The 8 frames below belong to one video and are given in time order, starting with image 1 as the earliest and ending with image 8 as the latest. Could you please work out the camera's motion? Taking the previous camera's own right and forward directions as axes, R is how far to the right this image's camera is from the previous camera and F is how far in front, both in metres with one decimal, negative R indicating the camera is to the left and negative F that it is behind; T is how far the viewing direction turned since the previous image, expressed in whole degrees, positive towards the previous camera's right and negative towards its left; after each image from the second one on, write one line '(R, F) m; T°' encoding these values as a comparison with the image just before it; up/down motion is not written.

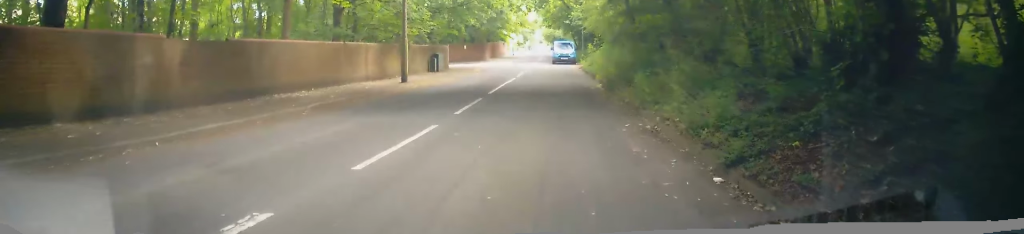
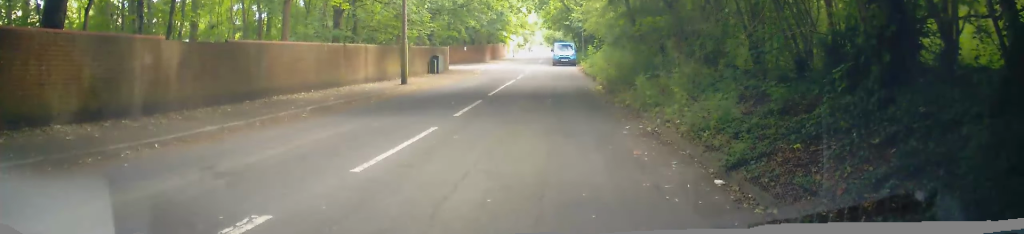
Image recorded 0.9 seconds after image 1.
(+0.2, +0.5) m; 0°
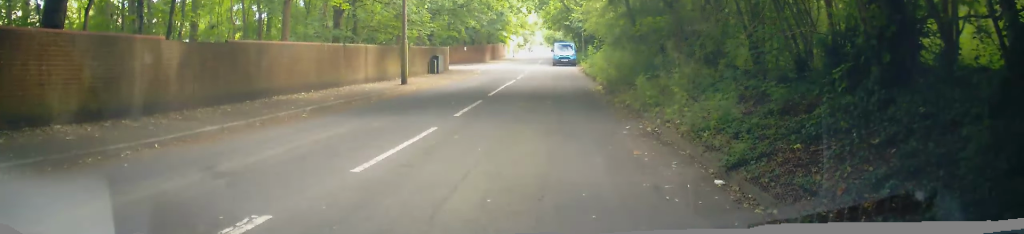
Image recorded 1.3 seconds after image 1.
(0.0, +0.1) m; 0°
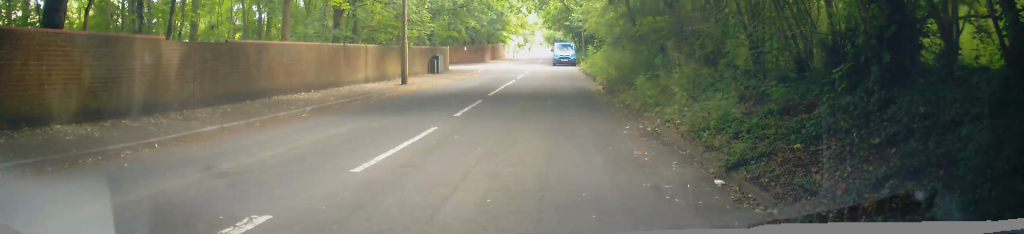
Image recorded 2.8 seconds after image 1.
(0.0, 0.0) m; 0°
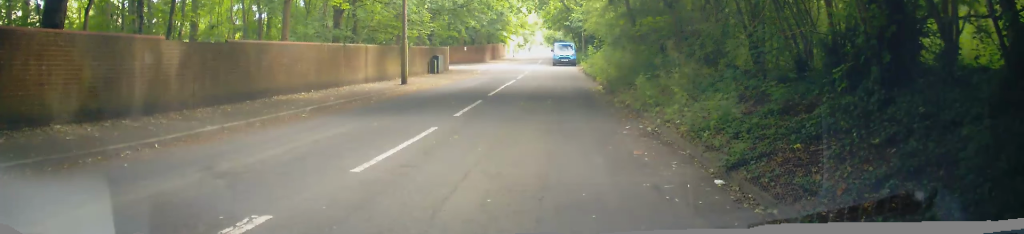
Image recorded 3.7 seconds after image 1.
(0.0, 0.0) m; 0°
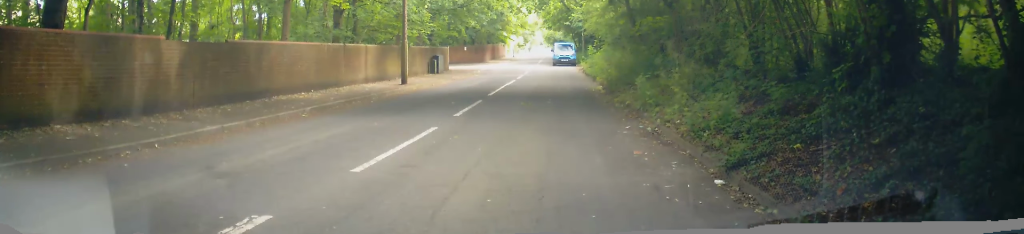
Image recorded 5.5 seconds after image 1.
(0.0, 0.0) m; 0°
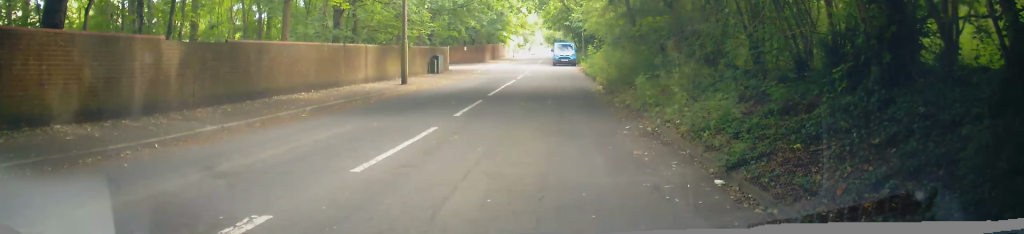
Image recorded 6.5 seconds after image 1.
(0.0, 0.0) m; 0°
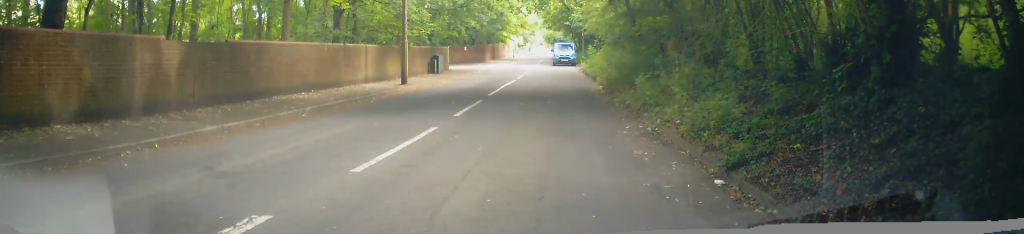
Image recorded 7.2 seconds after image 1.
(0.0, 0.0) m; 0°
